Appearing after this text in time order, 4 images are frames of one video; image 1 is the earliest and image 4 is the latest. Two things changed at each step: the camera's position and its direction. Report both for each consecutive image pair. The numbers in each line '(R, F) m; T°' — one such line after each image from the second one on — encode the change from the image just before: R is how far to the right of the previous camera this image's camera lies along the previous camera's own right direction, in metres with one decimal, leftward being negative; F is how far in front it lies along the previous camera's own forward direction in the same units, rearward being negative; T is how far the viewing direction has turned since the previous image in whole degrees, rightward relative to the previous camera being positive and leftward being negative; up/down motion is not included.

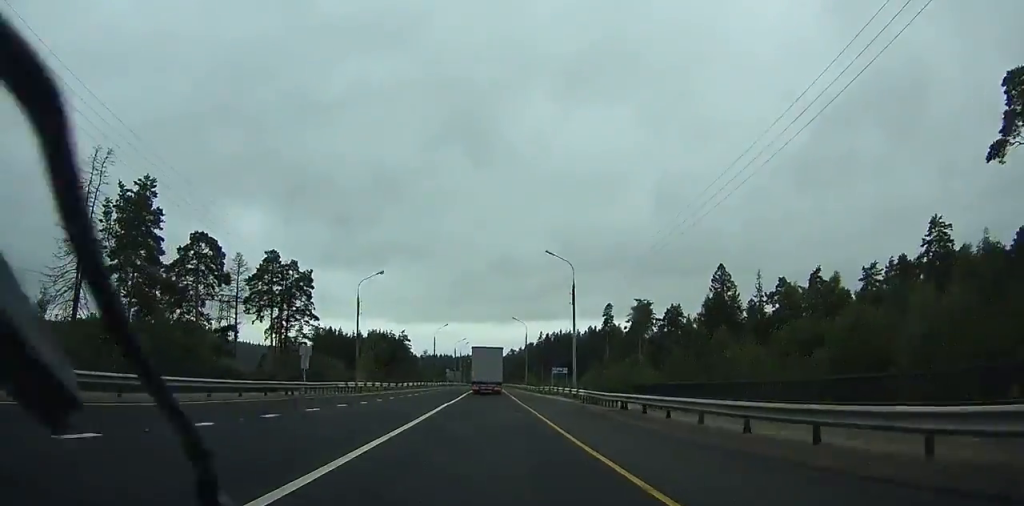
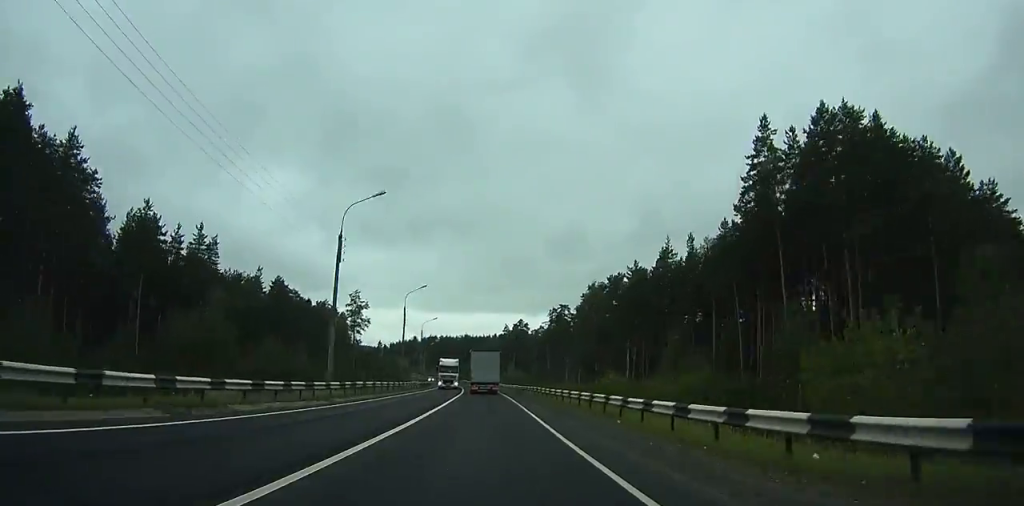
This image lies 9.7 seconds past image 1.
(-1.8, +200.7) m; -2°
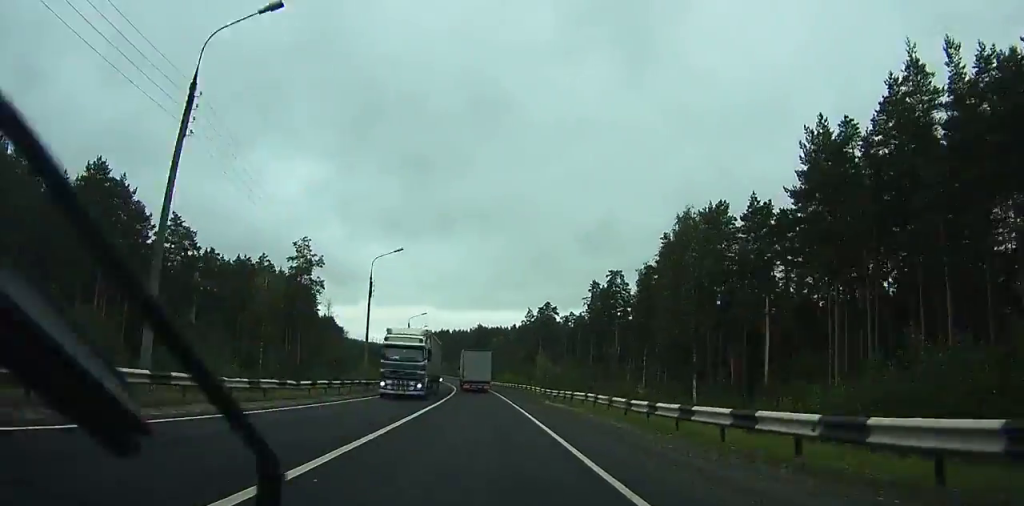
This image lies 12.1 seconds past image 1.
(0.0, +51.6) m; -1°
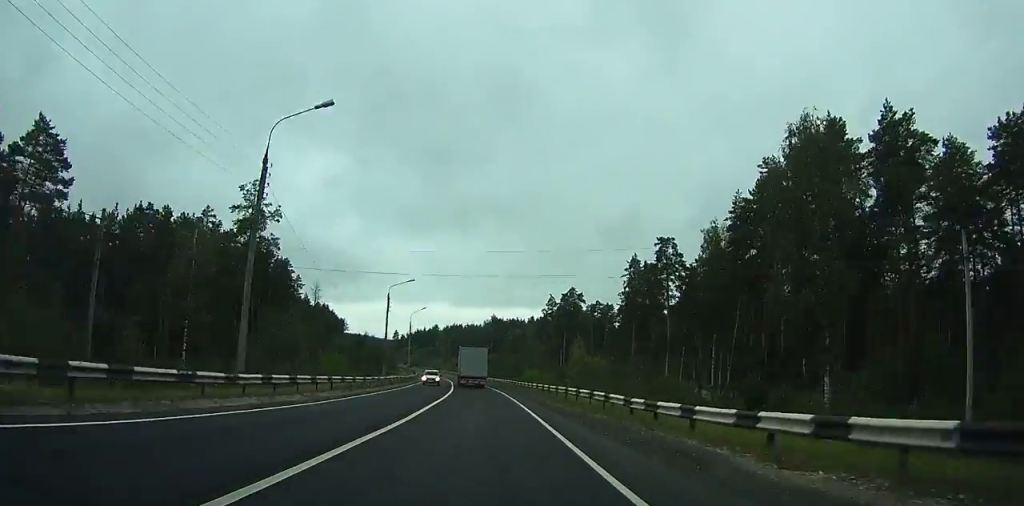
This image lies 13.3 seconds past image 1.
(-0.2, +26.0) m; -1°
